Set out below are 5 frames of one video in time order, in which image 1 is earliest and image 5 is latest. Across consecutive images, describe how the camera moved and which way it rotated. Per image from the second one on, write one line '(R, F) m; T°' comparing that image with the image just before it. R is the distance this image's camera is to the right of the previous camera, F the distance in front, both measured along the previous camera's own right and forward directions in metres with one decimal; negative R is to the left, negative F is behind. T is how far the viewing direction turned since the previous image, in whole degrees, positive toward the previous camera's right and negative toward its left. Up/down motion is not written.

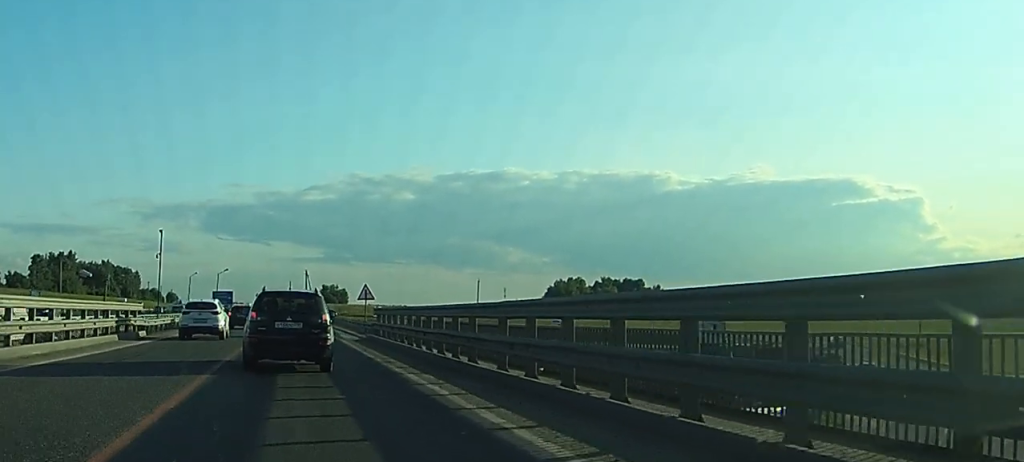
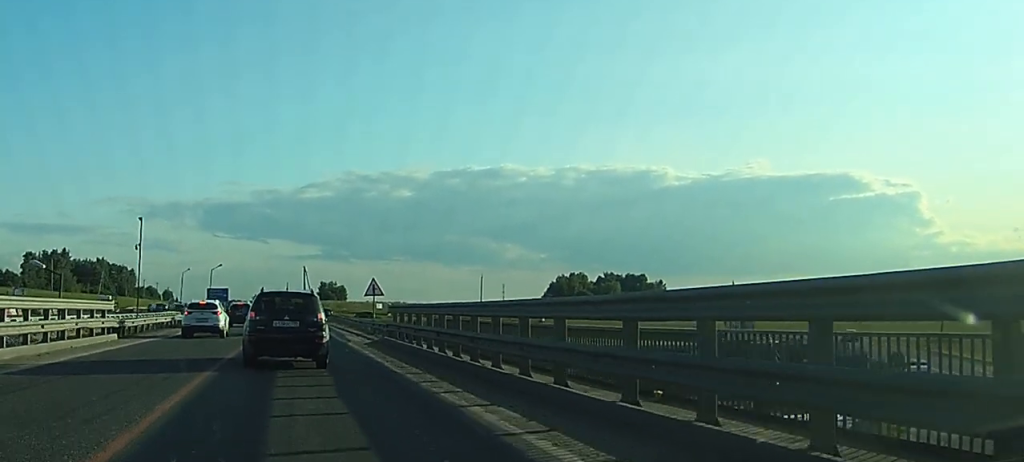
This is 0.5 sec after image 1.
(+0.1, +5.7) m; +1°
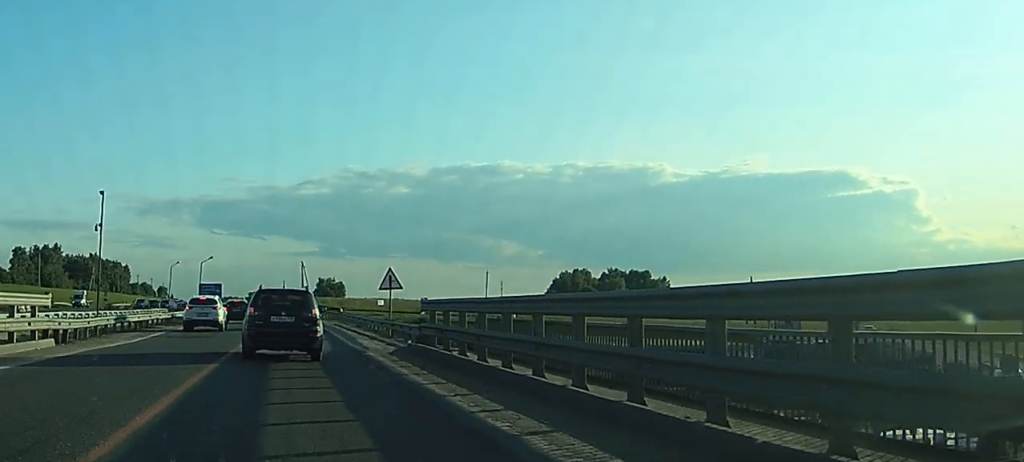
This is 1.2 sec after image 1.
(+0.2, +8.0) m; +2°
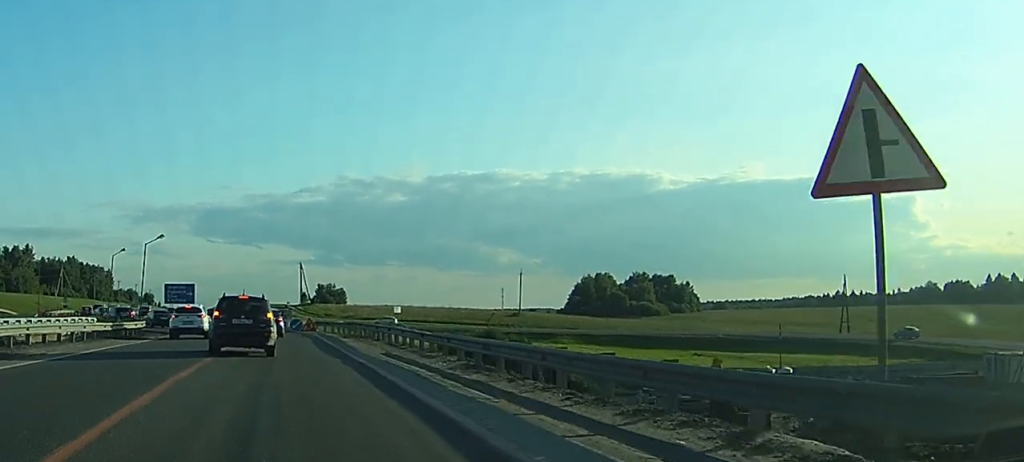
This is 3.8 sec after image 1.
(-1.1, +30.3) m; -4°
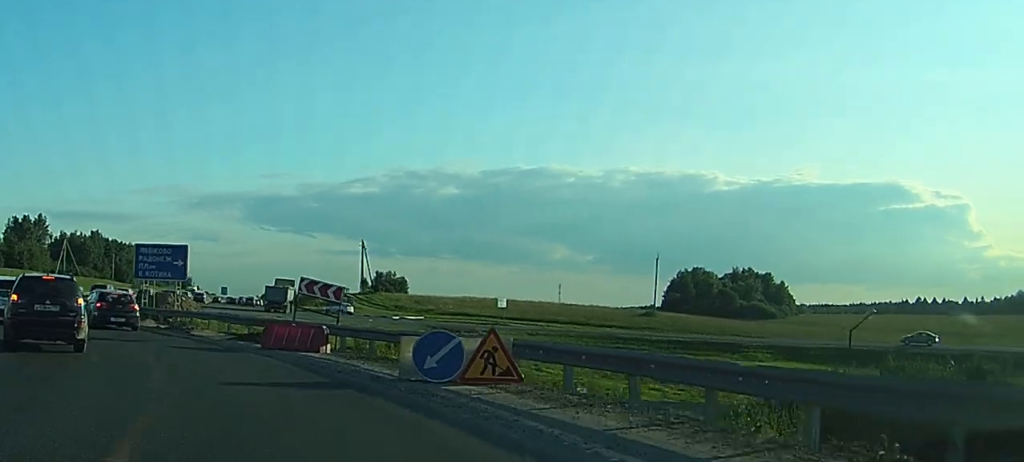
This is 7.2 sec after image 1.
(-1.1, +42.1) m; -6°
